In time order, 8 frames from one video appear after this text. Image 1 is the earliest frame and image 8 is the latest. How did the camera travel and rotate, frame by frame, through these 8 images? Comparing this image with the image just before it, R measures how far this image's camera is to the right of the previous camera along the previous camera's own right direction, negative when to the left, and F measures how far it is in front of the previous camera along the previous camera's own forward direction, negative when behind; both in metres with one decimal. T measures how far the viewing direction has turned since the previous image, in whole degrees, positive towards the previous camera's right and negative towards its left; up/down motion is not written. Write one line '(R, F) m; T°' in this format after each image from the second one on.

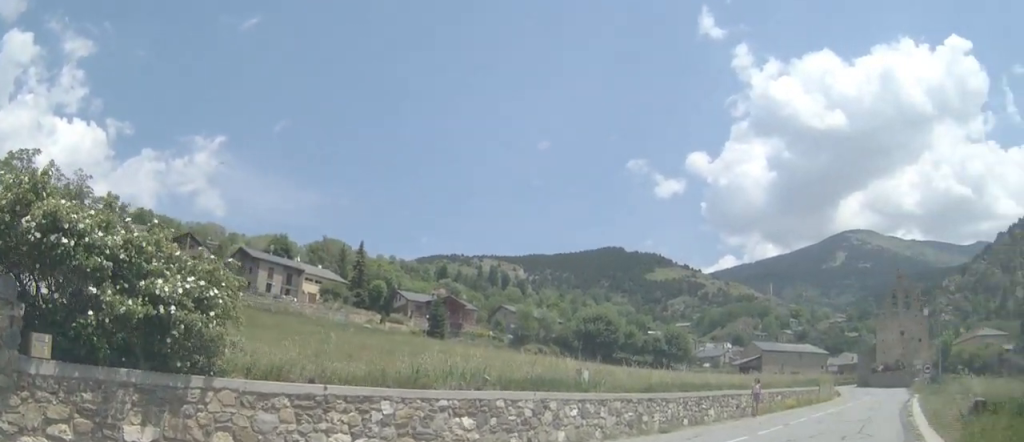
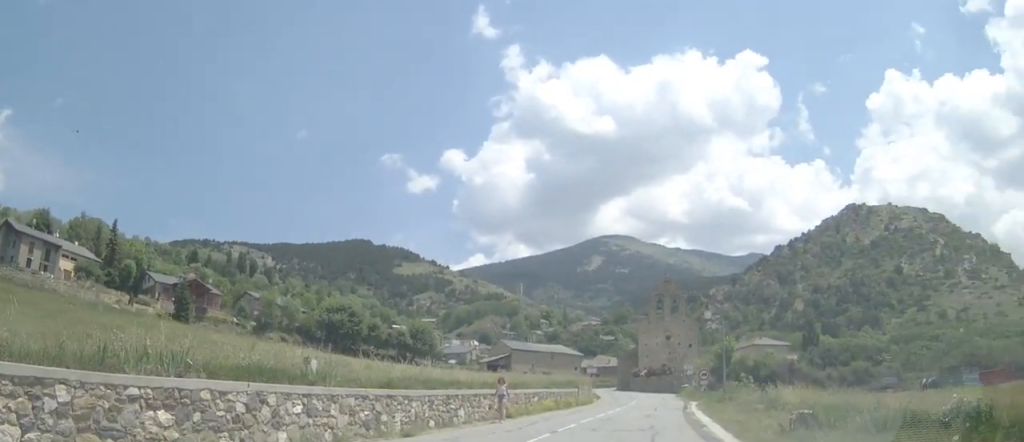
(+0.2, +3.0) m; +7°
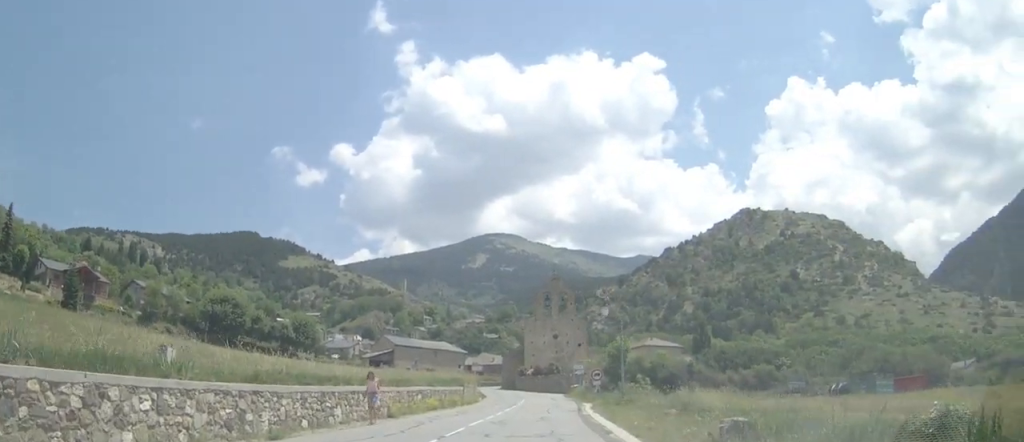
(+0.1, +2.3) m; +2°
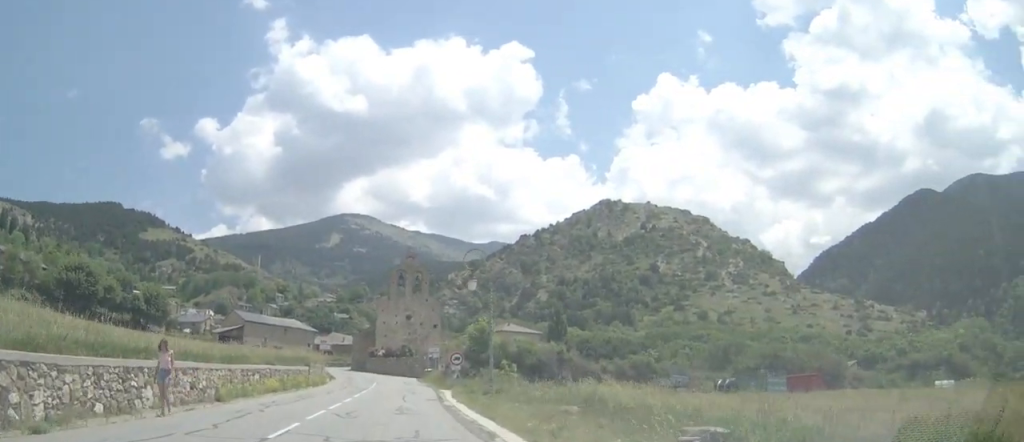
(0.0, +5.1) m; +3°
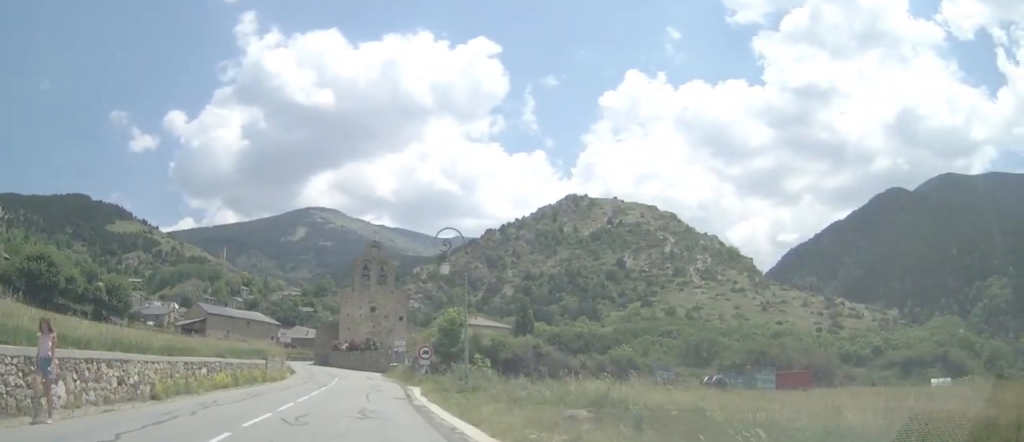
(+0.2, +3.7) m; +2°
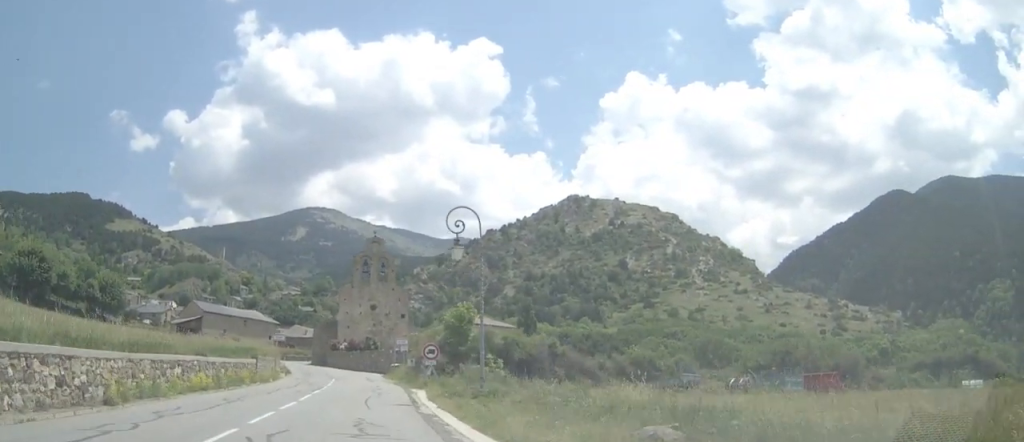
(+0.1, +3.9) m; +1°
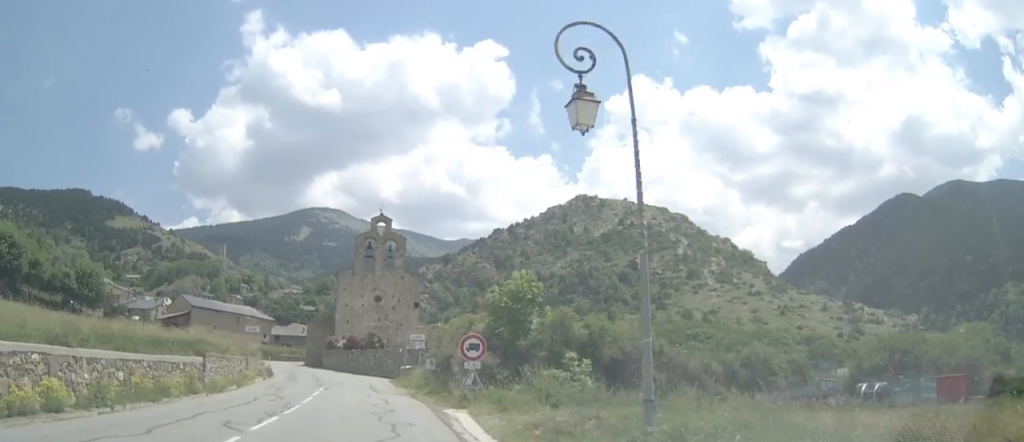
(0.0, +13.9) m; +1°
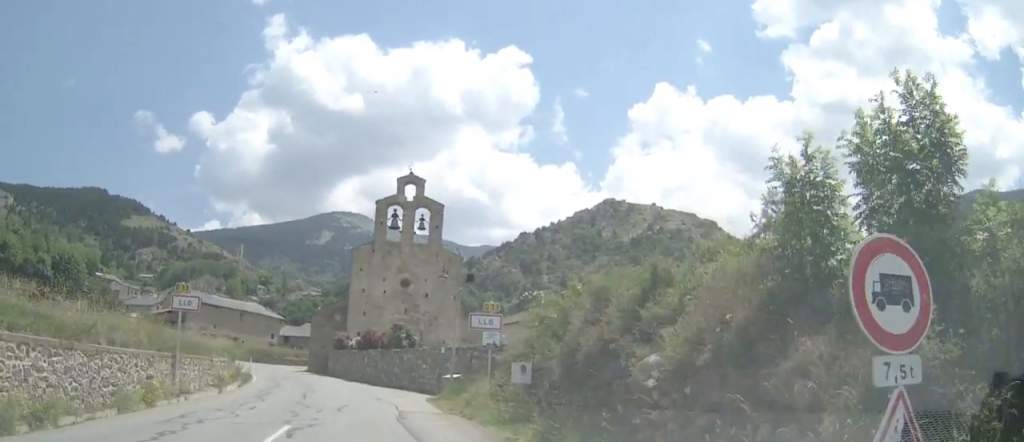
(-0.5, +18.4) m; -4°
